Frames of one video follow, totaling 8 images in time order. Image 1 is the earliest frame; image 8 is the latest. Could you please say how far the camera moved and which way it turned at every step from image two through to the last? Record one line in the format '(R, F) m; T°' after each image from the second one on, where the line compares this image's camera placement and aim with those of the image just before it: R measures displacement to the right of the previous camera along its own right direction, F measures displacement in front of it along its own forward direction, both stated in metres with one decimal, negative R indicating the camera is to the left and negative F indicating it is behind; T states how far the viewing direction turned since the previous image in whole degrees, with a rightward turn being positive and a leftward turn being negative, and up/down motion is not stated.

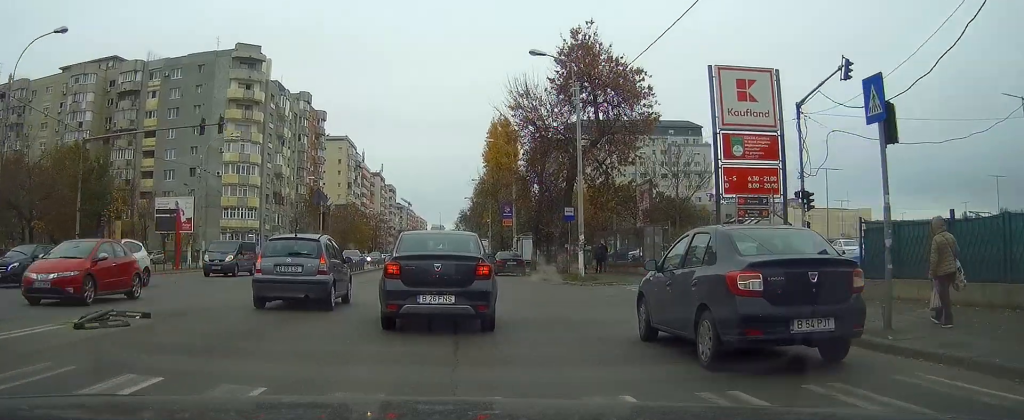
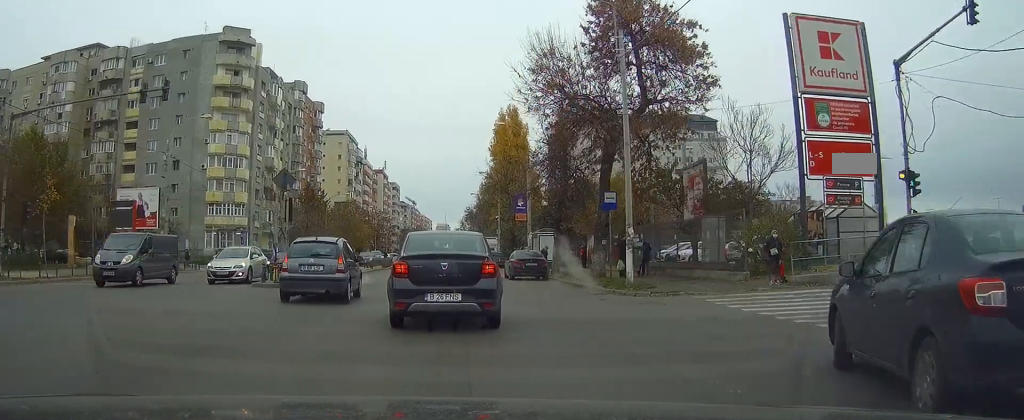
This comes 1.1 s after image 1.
(+0.1, +7.5) m; 0°
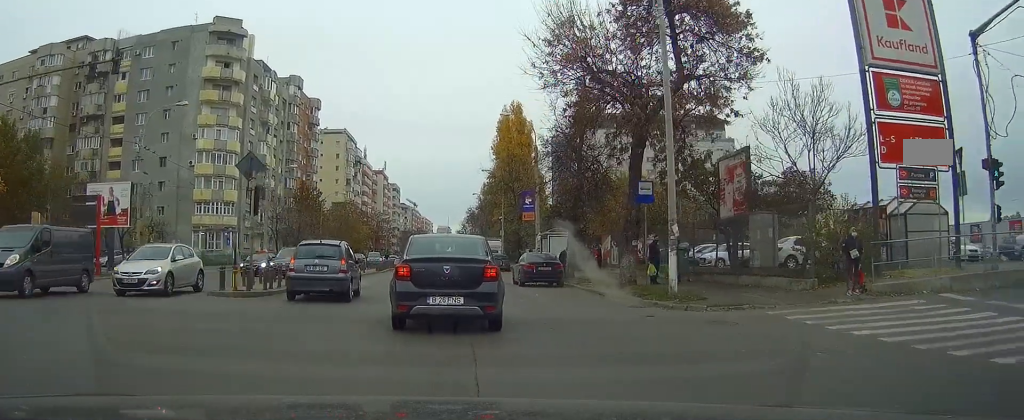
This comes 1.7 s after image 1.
(+0.1, +4.3) m; 0°
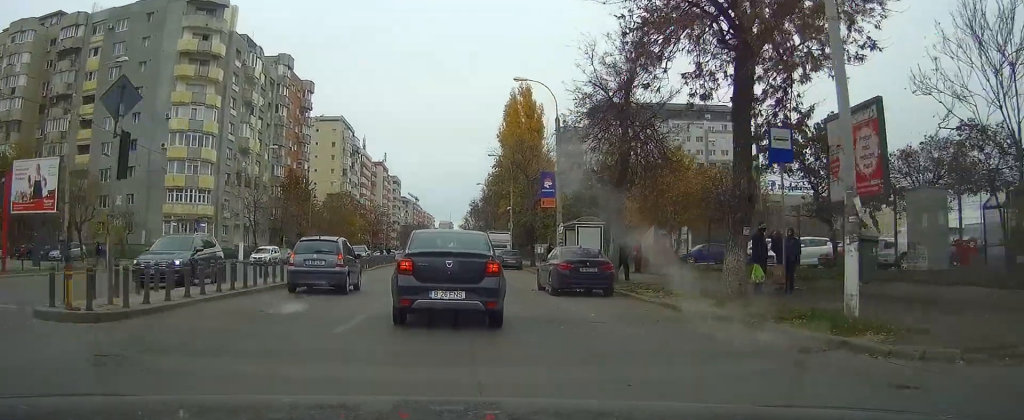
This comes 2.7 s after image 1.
(-0.2, +8.5) m; -1°
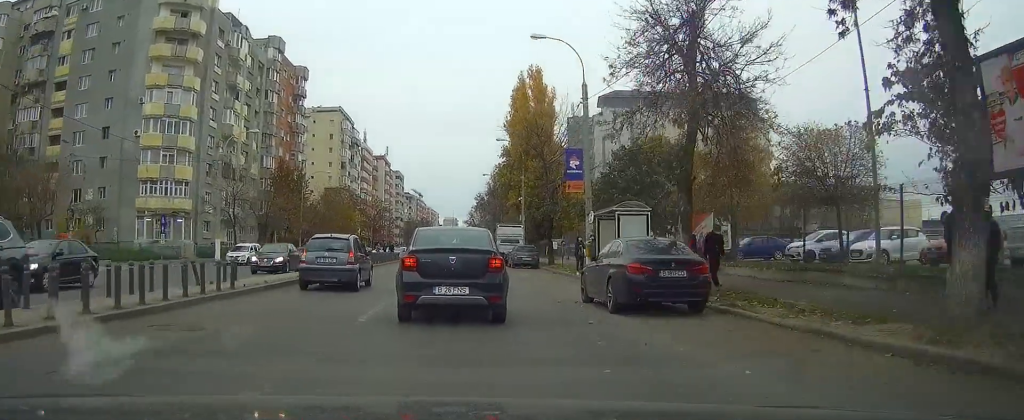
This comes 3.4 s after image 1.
(+0.1, +7.2) m; 0°
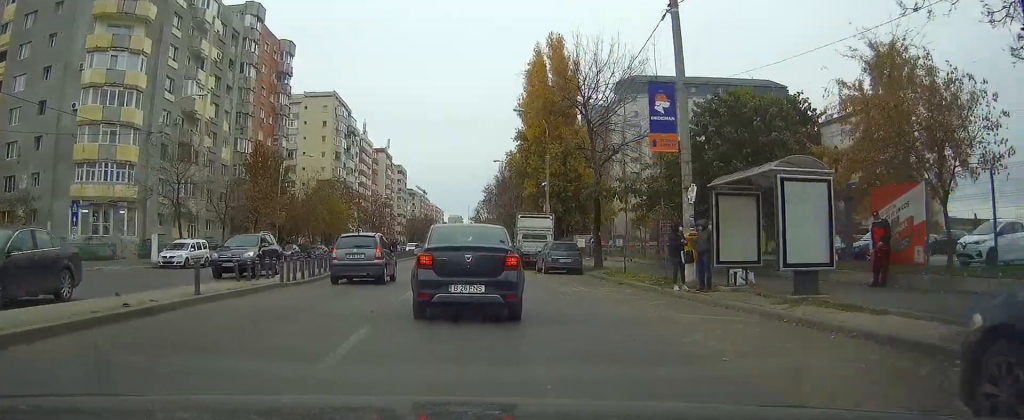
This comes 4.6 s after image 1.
(-0.1, +12.7) m; 0°
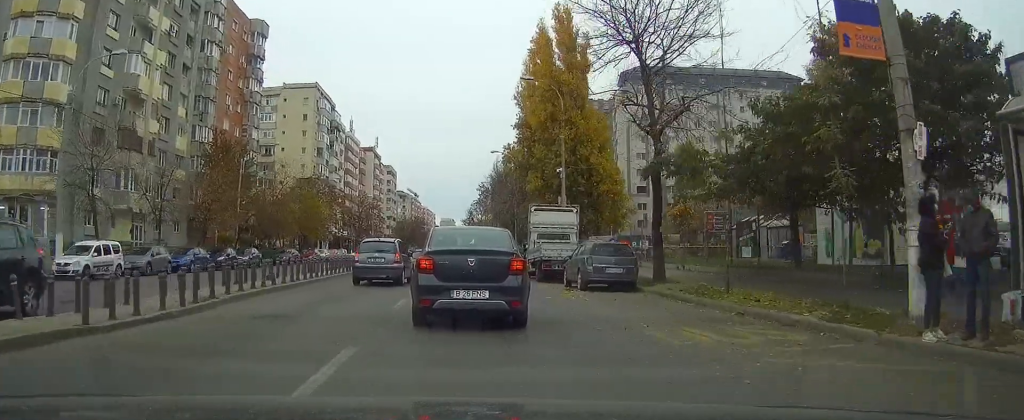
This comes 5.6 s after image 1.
(+0.2, +10.2) m; +1°
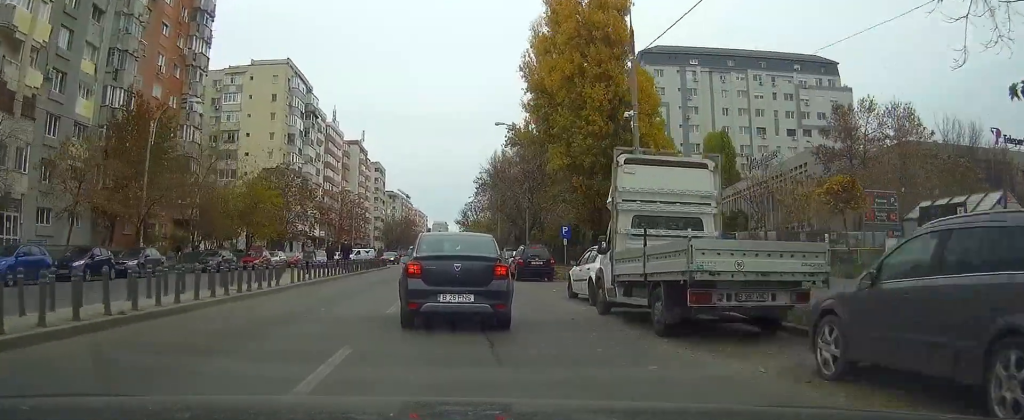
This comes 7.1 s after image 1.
(0.0, +18.0) m; 0°
